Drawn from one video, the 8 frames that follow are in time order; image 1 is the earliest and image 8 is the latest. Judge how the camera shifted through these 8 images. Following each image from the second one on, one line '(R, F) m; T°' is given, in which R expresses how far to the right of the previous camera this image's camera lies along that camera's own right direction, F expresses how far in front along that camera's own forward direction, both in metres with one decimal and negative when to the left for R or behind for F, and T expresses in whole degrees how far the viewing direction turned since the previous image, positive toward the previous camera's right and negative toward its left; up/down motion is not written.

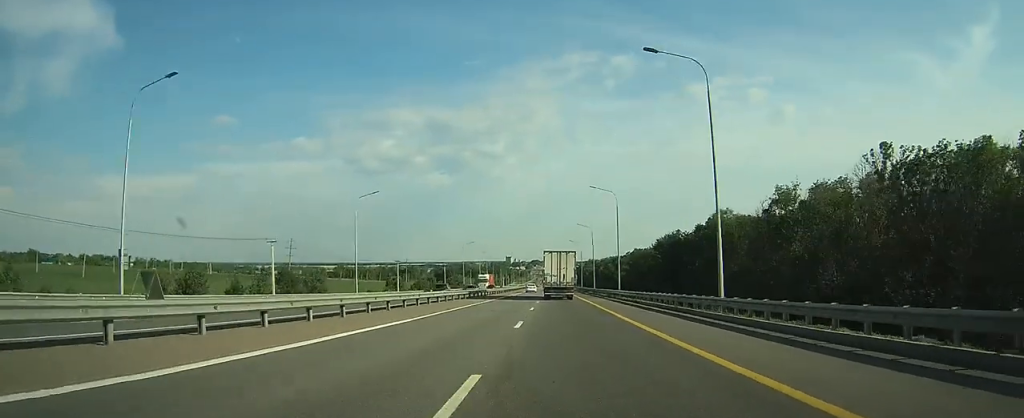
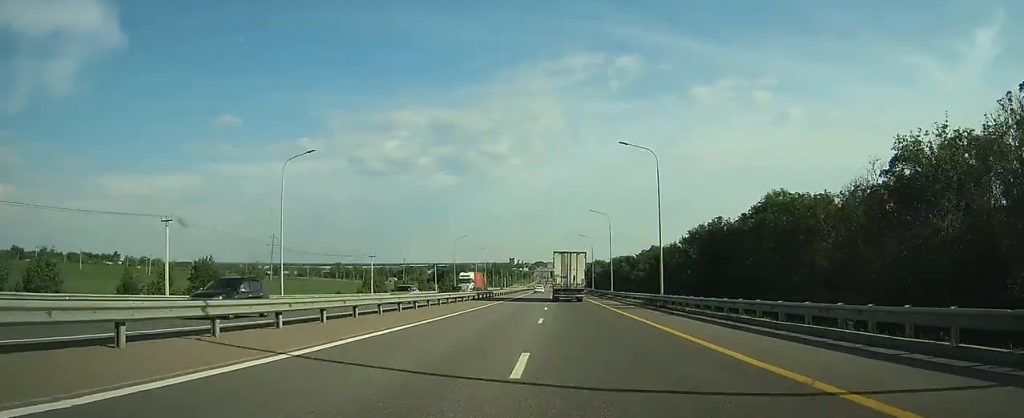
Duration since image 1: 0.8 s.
(0.0, +21.1) m; 0°
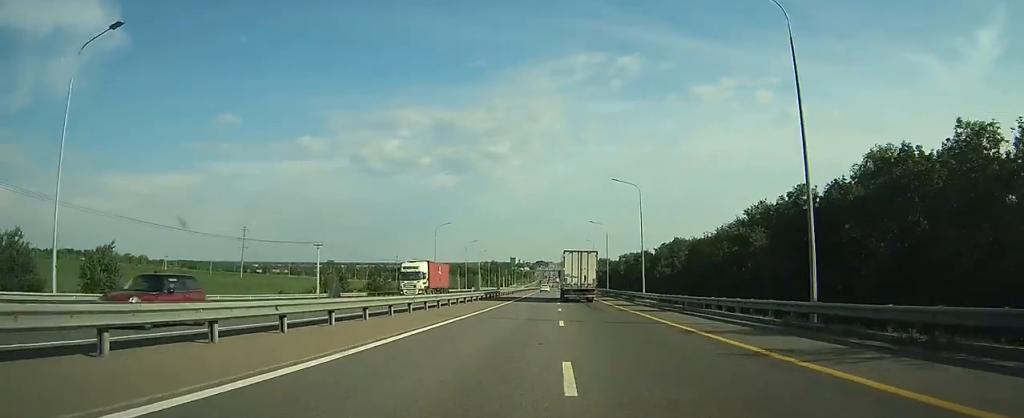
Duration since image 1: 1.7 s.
(0.0, +25.0) m; 0°
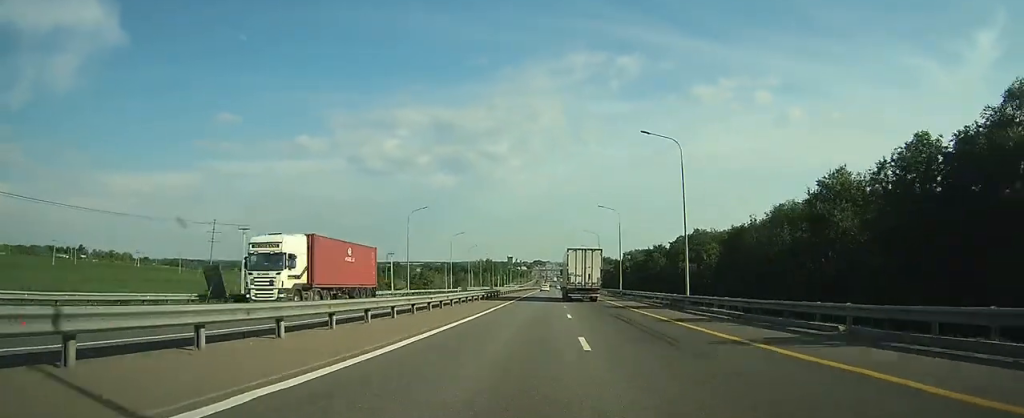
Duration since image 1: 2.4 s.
(0.0, +18.9) m; 0°
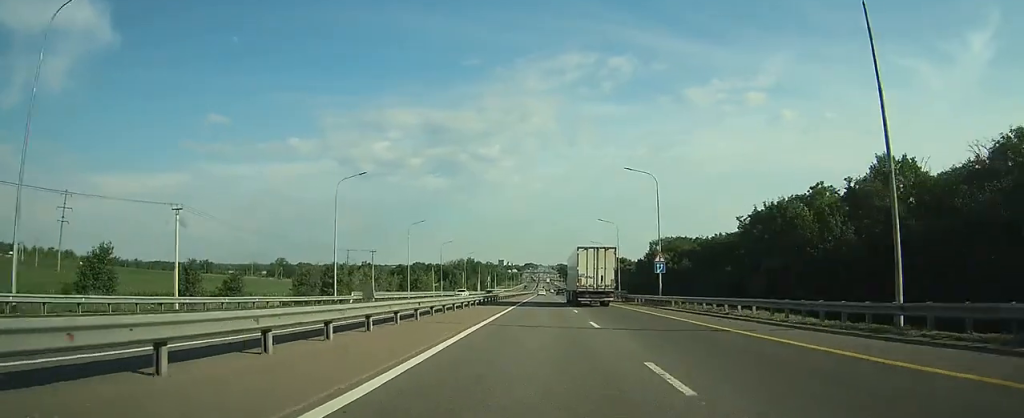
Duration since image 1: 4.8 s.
(-0.1, +64.3) m; 0°
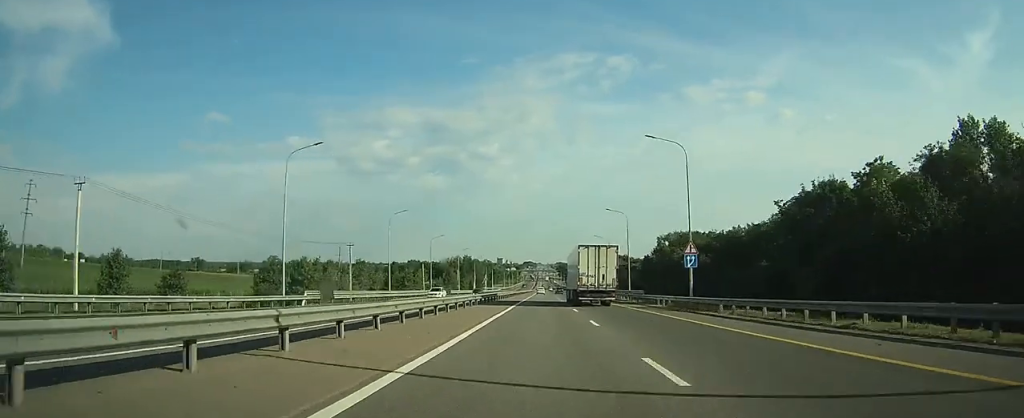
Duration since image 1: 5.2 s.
(0.0, +11.2) m; 0°
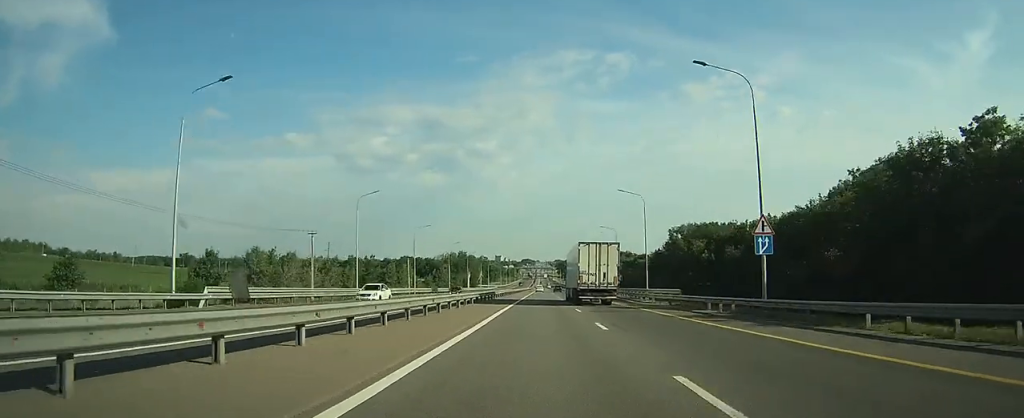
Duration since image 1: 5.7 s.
(-0.1, +14.2) m; 0°
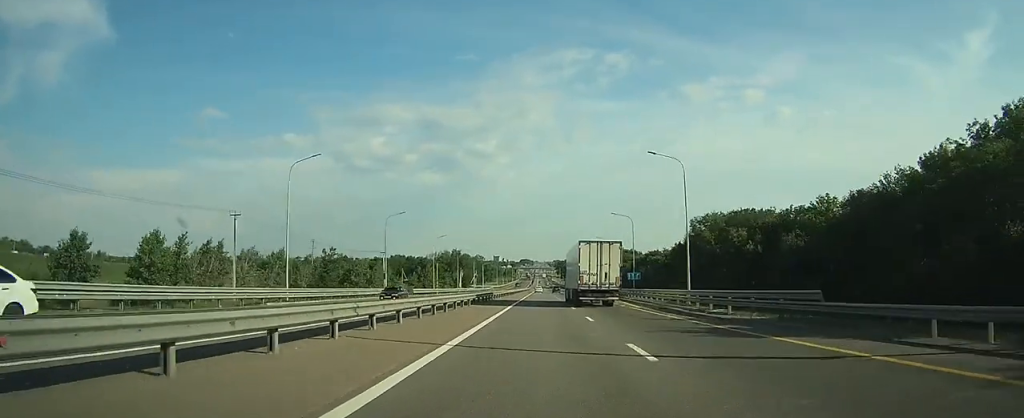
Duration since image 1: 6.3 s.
(0.0, +19.0) m; 0°
